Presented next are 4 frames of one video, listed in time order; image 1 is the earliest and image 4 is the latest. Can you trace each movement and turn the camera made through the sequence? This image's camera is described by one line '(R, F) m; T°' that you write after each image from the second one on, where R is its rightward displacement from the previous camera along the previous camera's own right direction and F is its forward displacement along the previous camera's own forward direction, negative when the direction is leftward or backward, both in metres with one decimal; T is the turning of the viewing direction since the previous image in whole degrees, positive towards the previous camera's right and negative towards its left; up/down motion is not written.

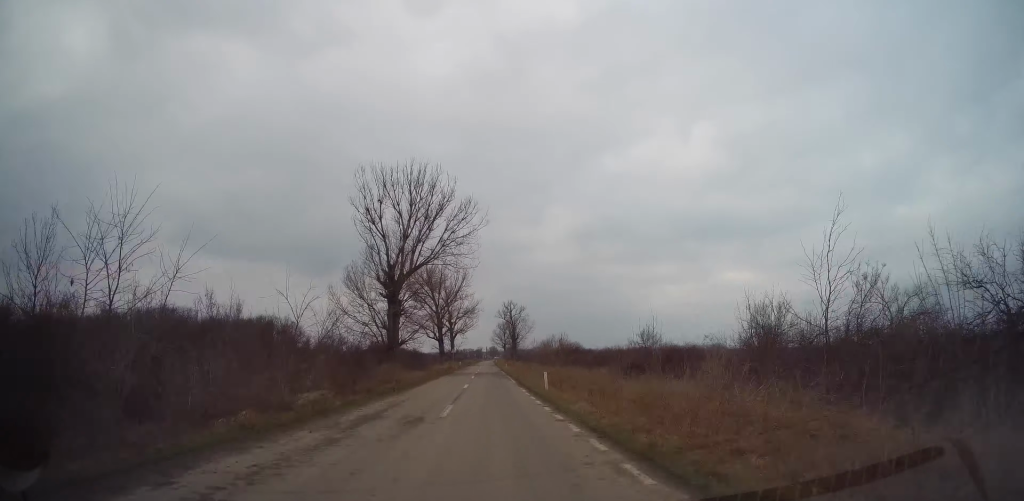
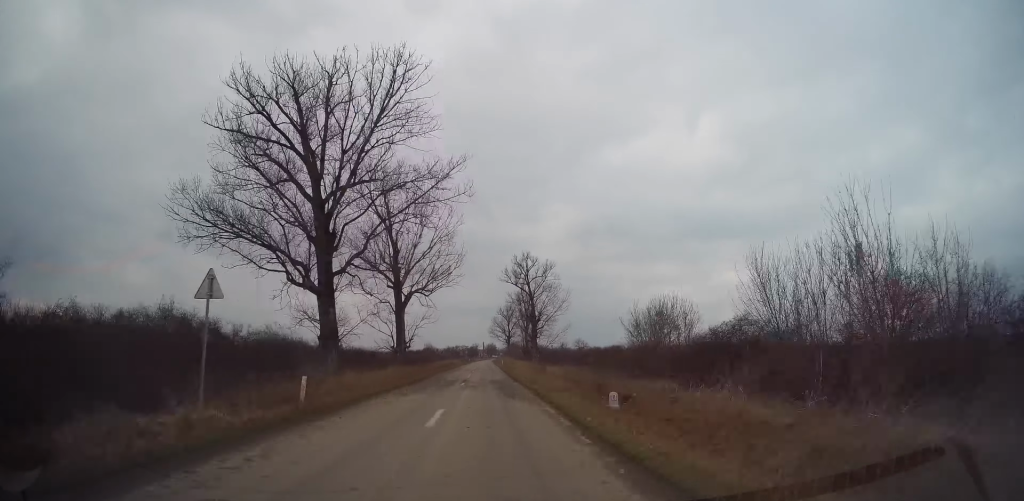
(+1.2, +72.3) m; +1°
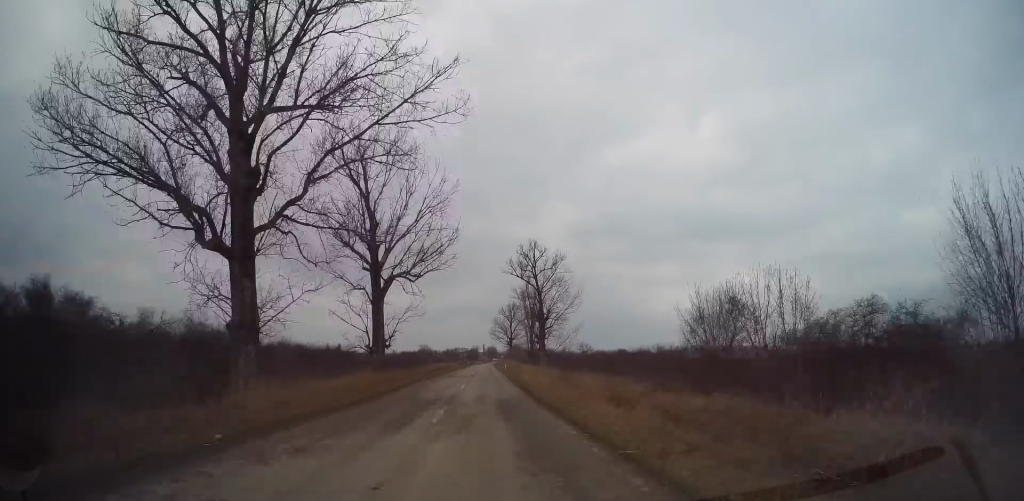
(0.0, +10.8) m; 0°
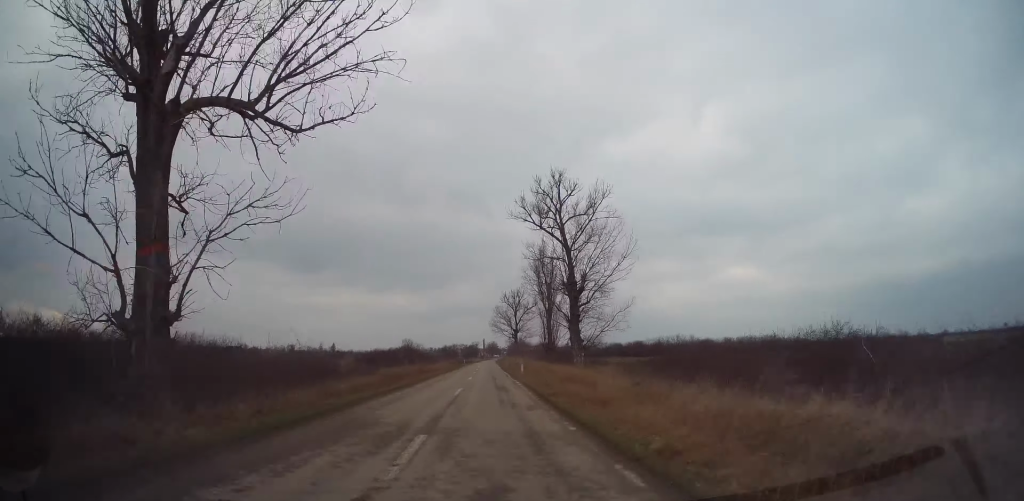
(+0.1, +28.5) m; 0°
